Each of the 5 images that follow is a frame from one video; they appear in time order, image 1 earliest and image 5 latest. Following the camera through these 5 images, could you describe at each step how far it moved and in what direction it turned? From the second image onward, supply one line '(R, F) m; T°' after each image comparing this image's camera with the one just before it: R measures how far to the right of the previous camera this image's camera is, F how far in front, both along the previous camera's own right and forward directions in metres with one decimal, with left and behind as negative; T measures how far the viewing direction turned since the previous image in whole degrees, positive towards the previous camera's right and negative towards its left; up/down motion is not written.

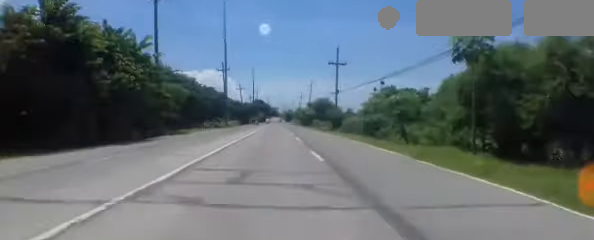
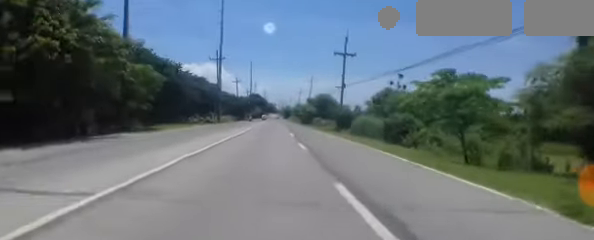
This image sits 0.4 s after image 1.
(-0.2, +6.9) m; +1°
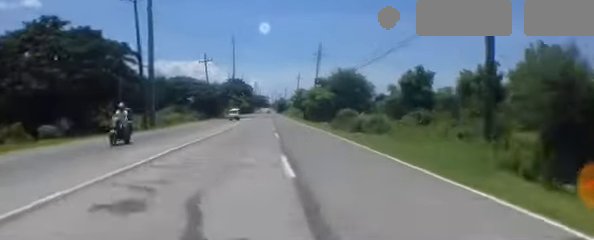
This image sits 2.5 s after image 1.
(+0.5, +33.6) m; -1°
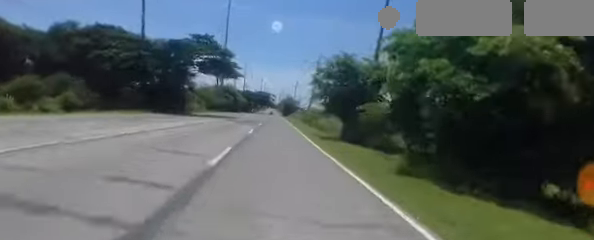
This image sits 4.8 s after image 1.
(-1.1, +36.5) m; -3°
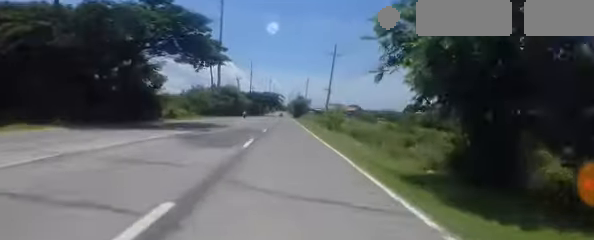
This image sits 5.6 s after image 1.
(0.0, +14.4) m; 0°
